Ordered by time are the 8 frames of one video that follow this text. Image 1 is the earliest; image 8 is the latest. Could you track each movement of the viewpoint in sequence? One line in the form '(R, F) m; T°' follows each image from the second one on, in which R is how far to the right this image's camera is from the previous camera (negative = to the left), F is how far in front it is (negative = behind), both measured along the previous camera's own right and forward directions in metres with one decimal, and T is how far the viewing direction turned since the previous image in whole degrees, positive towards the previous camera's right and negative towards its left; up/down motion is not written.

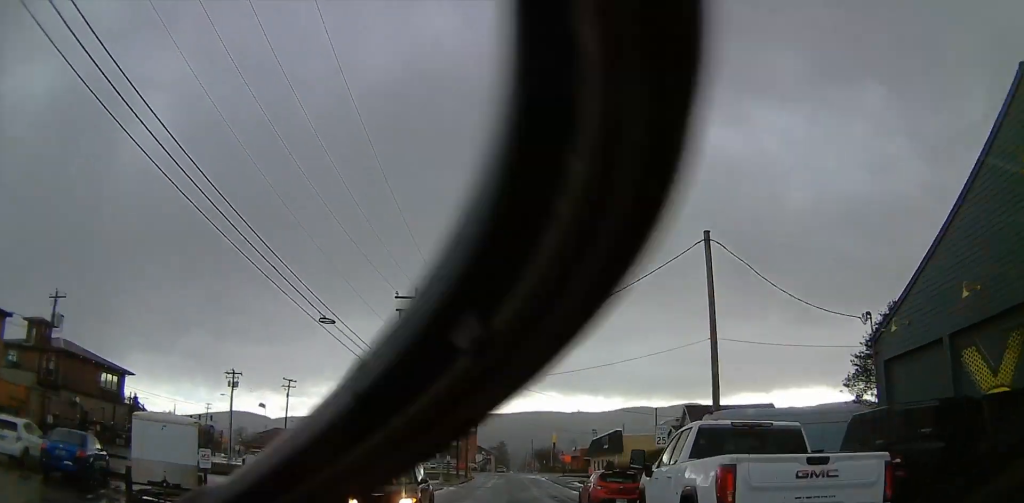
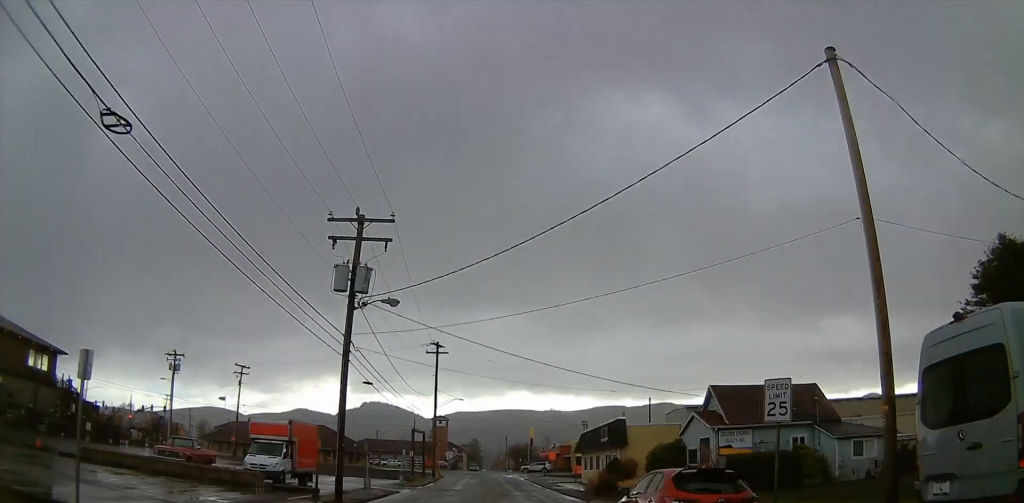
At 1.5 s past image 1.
(0.0, +10.7) m; 0°
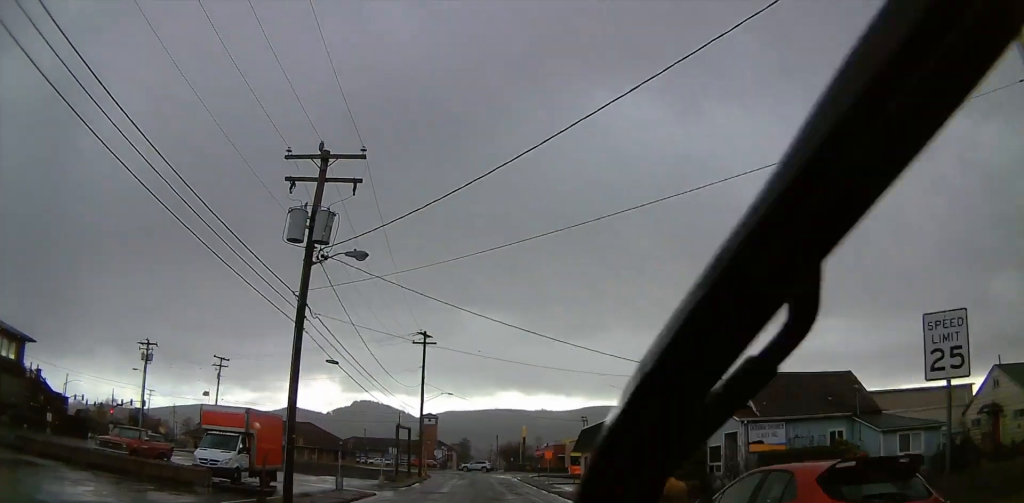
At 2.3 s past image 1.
(0.0, +5.1) m; 0°
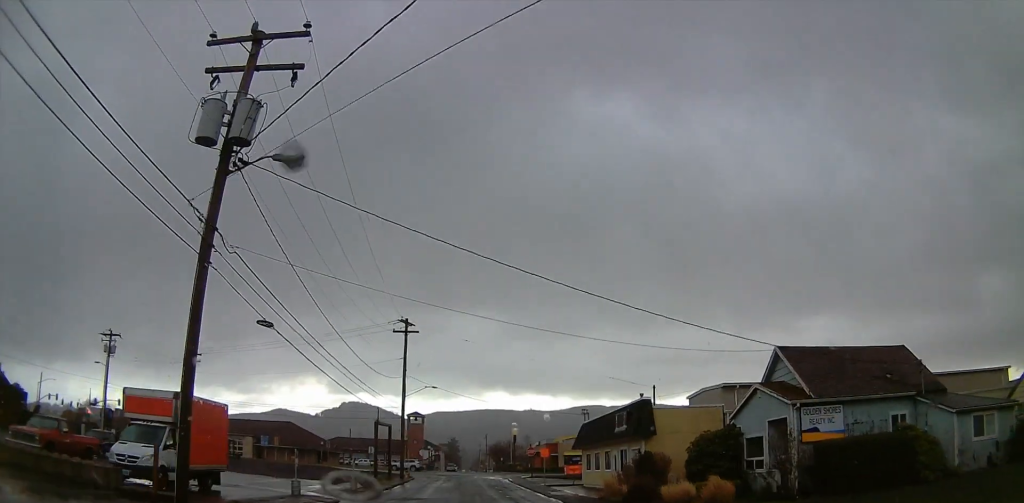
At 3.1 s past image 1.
(0.0, +5.8) m; 0°
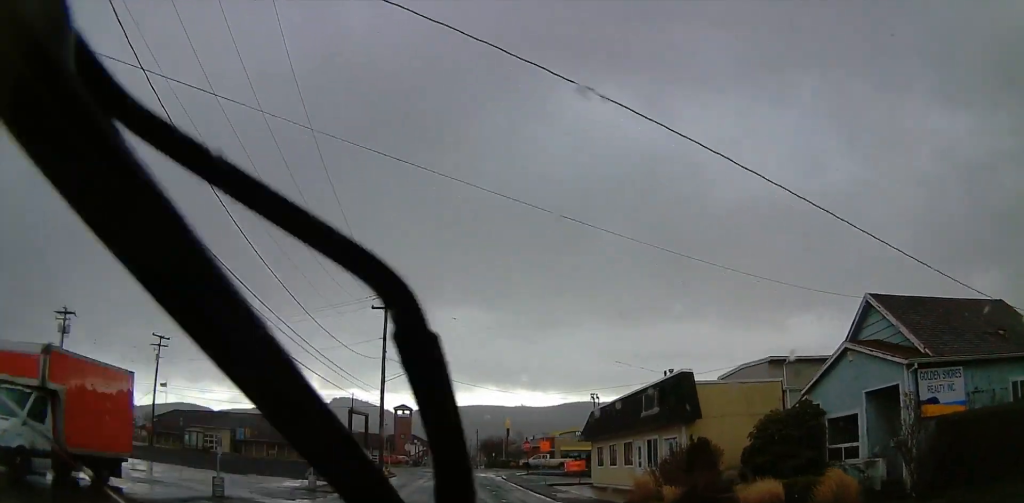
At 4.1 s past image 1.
(0.0, +6.9) m; 0°
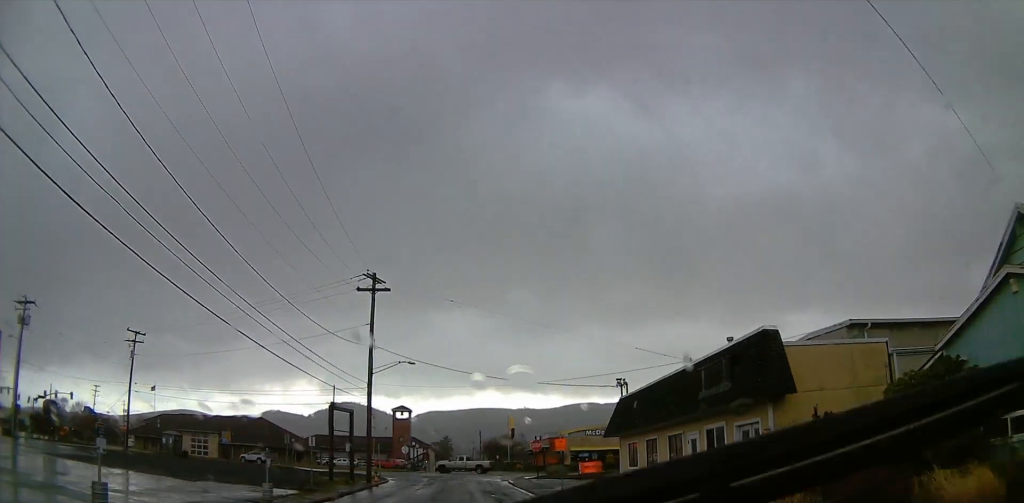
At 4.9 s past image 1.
(0.0, +6.5) m; 0°
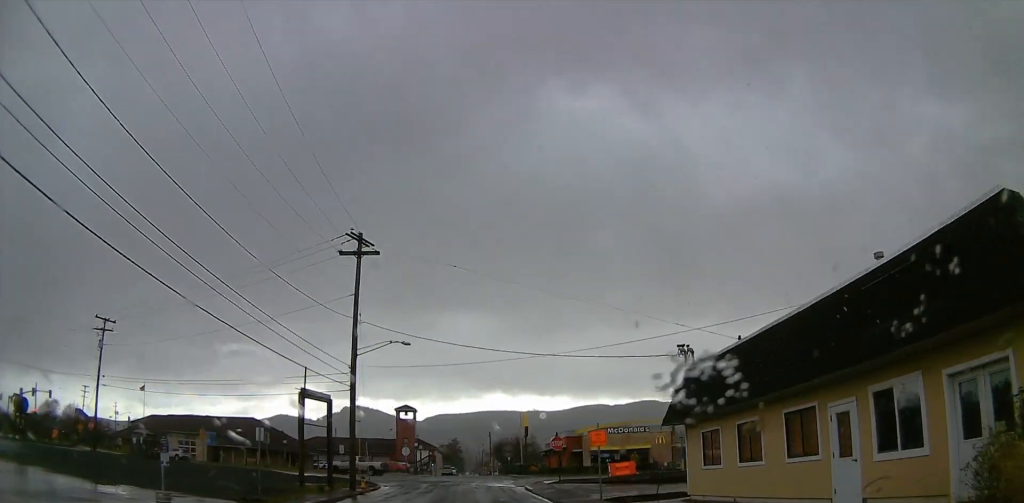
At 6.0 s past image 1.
(0.0, +8.4) m; 0°
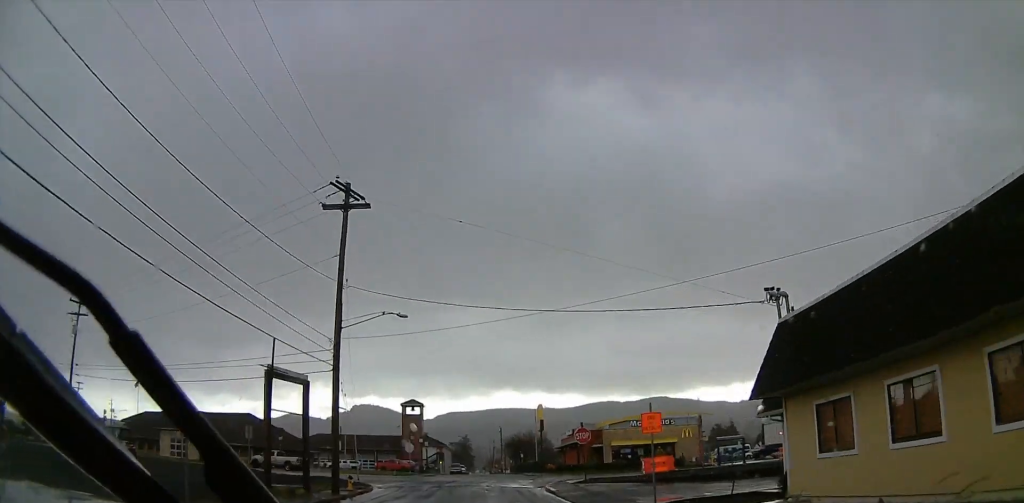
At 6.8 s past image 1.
(0.0, +6.4) m; 0°
